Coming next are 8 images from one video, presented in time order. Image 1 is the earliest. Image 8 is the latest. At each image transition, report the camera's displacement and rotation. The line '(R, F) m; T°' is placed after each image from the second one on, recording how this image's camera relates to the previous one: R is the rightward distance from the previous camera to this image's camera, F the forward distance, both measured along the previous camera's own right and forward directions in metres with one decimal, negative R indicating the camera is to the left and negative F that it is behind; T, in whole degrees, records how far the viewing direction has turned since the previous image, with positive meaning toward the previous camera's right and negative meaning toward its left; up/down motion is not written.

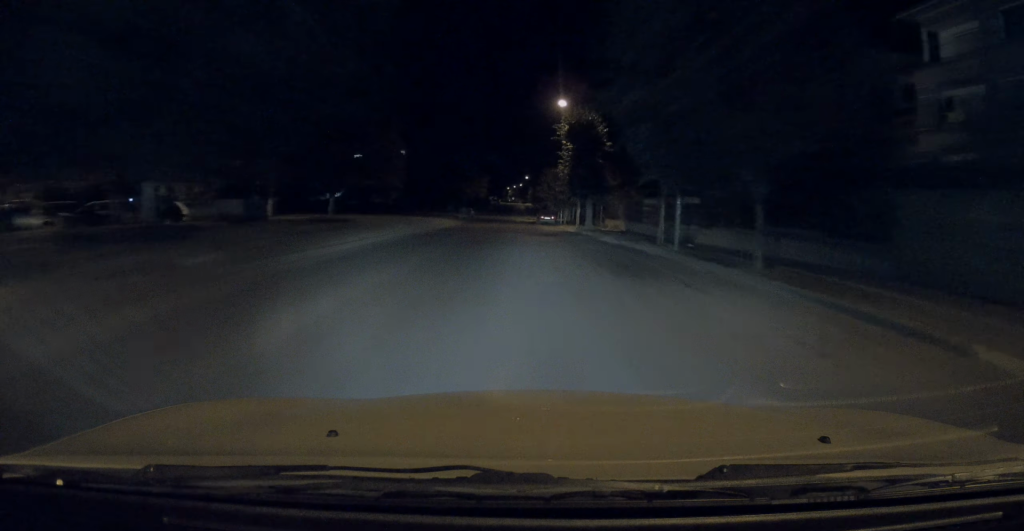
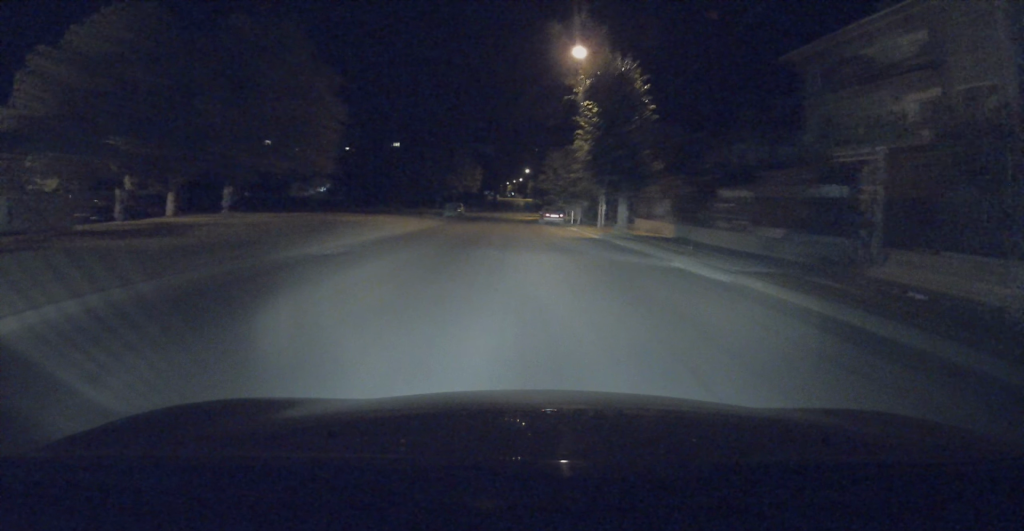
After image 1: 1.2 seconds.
(+0.4, +13.8) m; 0°
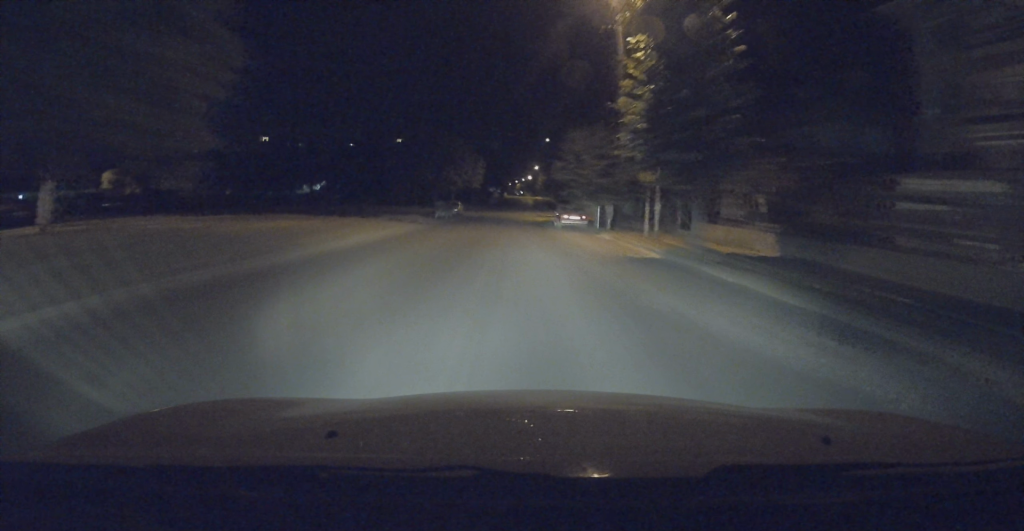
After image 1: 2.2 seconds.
(-0.4, +10.7) m; -2°
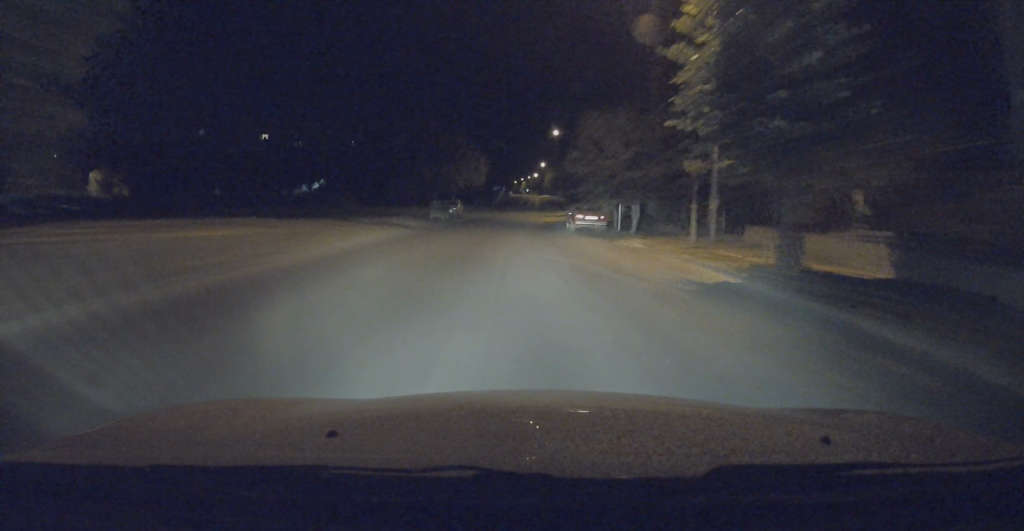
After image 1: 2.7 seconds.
(0.0, +5.5) m; +1°
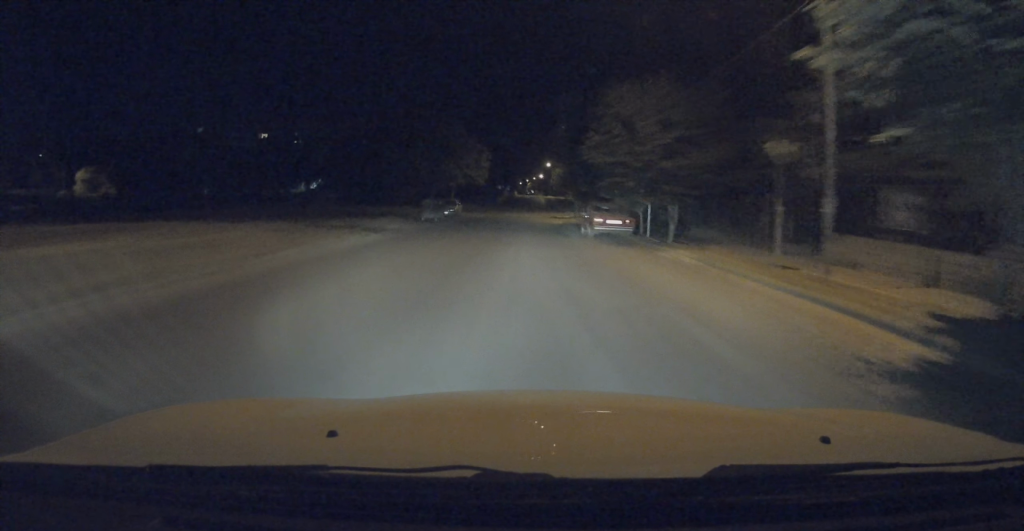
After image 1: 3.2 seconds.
(-0.1, +5.5) m; +1°
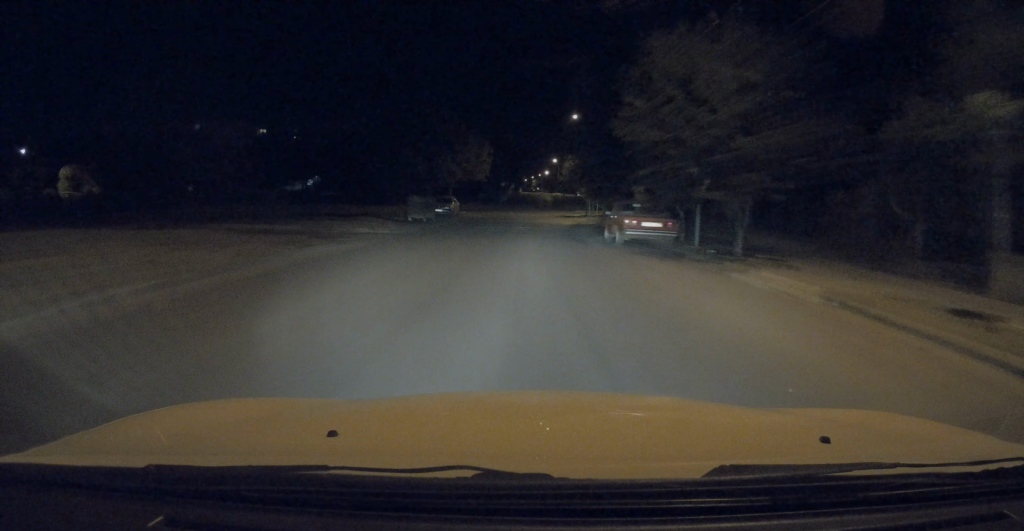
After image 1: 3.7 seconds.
(+0.2, +5.8) m; -1°
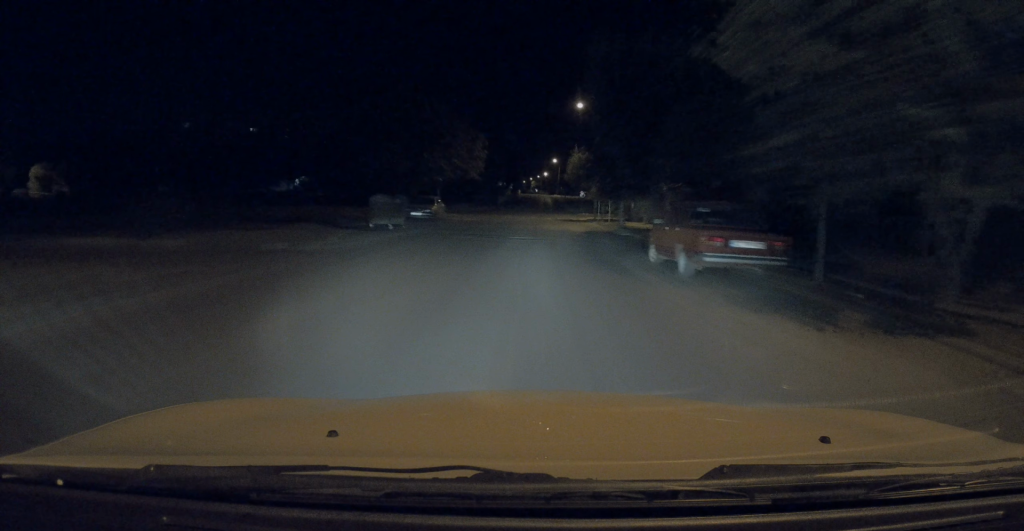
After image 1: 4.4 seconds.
(0.0, +7.5) m; -1°
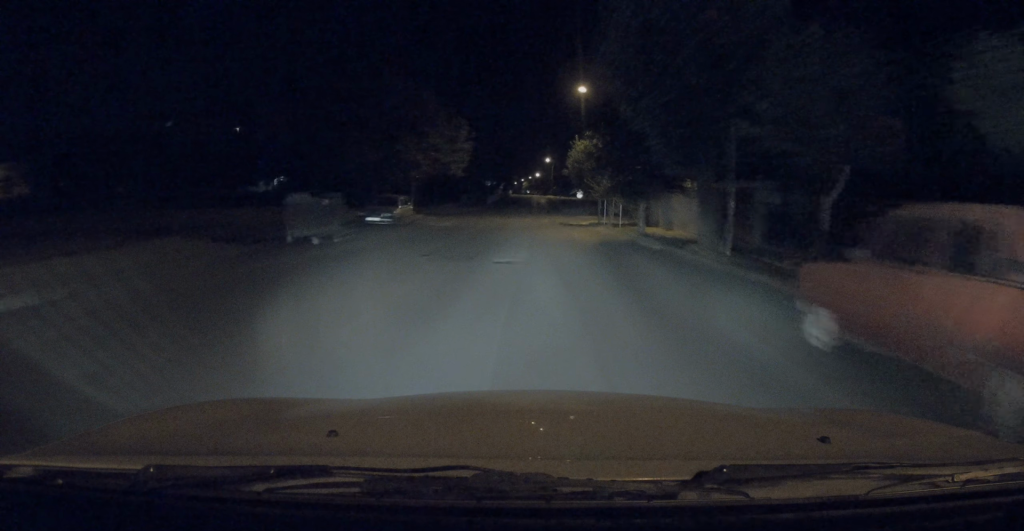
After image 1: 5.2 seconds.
(-0.5, +7.9) m; 0°
